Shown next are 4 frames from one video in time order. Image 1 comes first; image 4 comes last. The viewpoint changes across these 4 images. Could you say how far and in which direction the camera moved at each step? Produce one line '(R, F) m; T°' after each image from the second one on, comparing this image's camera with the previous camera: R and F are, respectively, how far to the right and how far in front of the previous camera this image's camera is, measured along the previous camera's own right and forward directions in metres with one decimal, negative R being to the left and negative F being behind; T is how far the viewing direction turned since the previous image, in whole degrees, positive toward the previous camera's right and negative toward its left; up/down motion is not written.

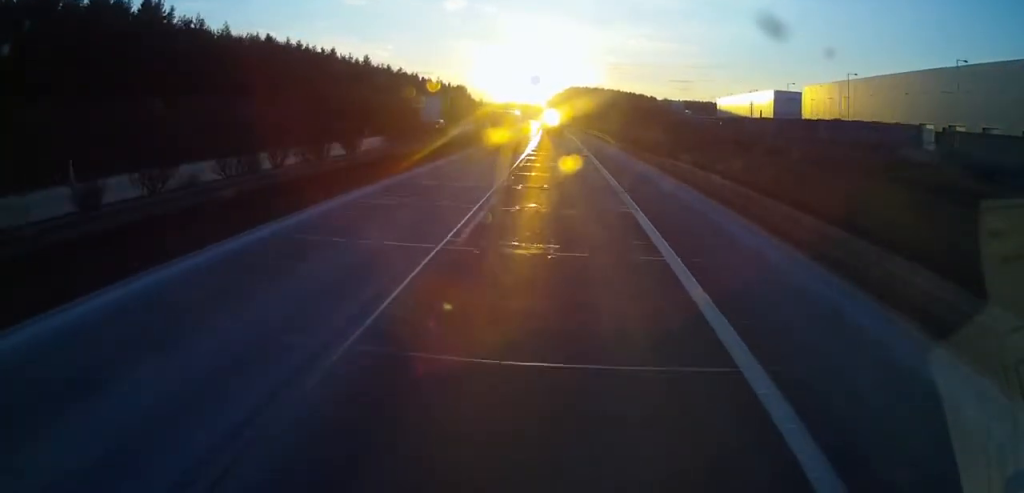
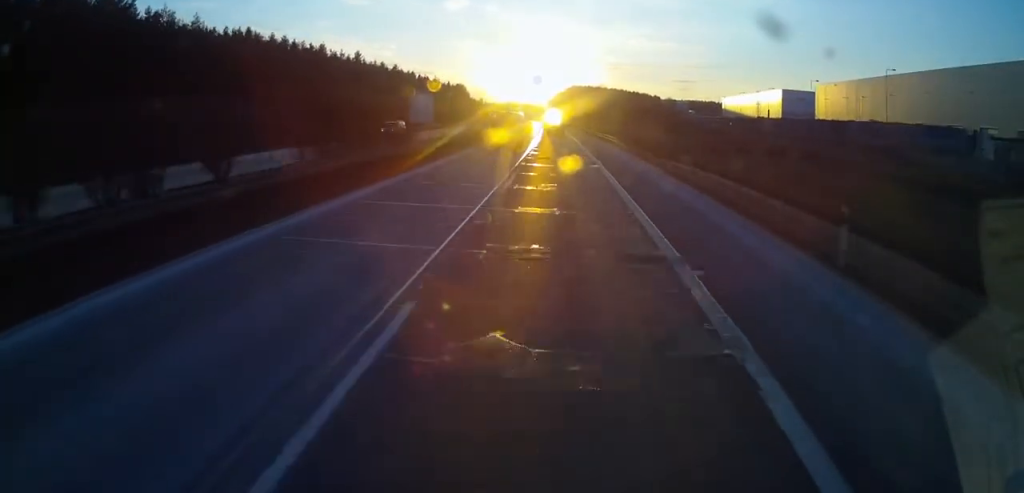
(0.0, +10.1) m; -1°
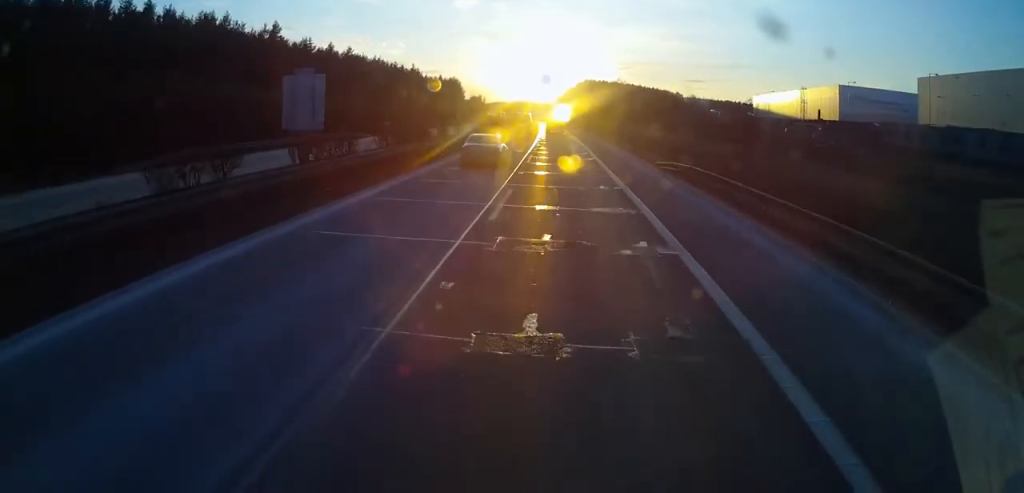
(-0.7, +59.2) m; 0°
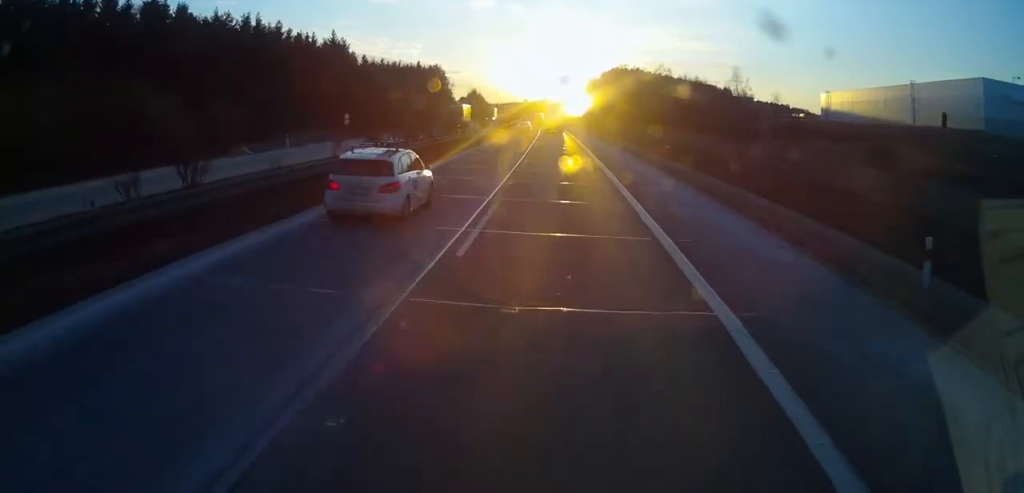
(-2.1, +93.6) m; -1°
